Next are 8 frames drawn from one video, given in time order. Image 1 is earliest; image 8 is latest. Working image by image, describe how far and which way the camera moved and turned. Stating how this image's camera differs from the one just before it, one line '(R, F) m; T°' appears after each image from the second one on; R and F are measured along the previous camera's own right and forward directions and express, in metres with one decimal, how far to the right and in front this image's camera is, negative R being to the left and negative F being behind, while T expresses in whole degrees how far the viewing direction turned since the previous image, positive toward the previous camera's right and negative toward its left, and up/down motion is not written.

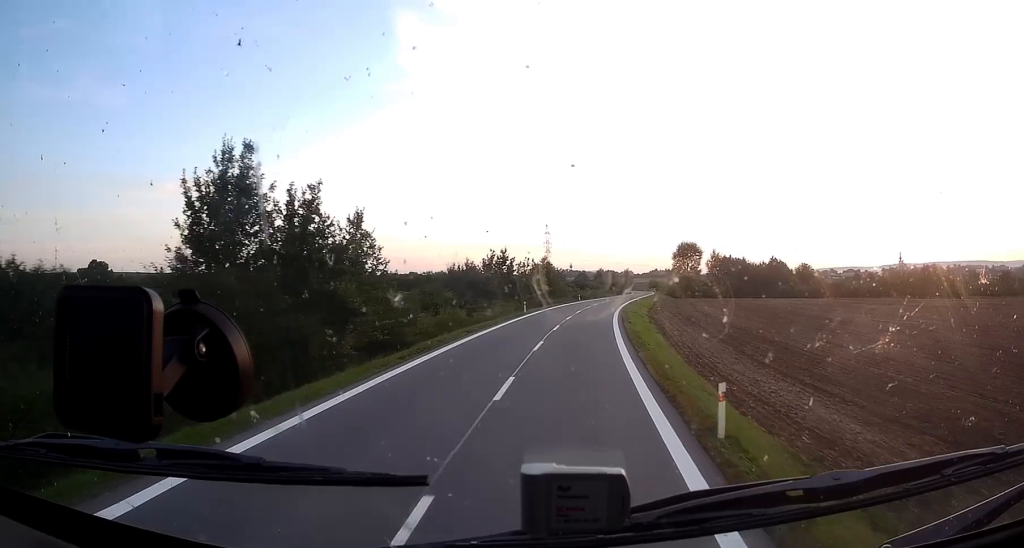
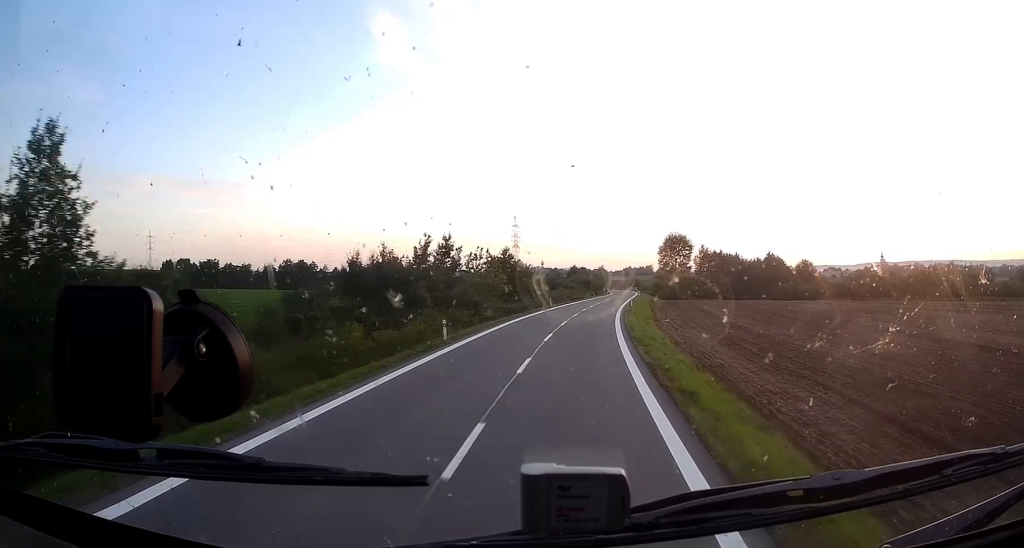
(+0.5, +24.2) m; +4°
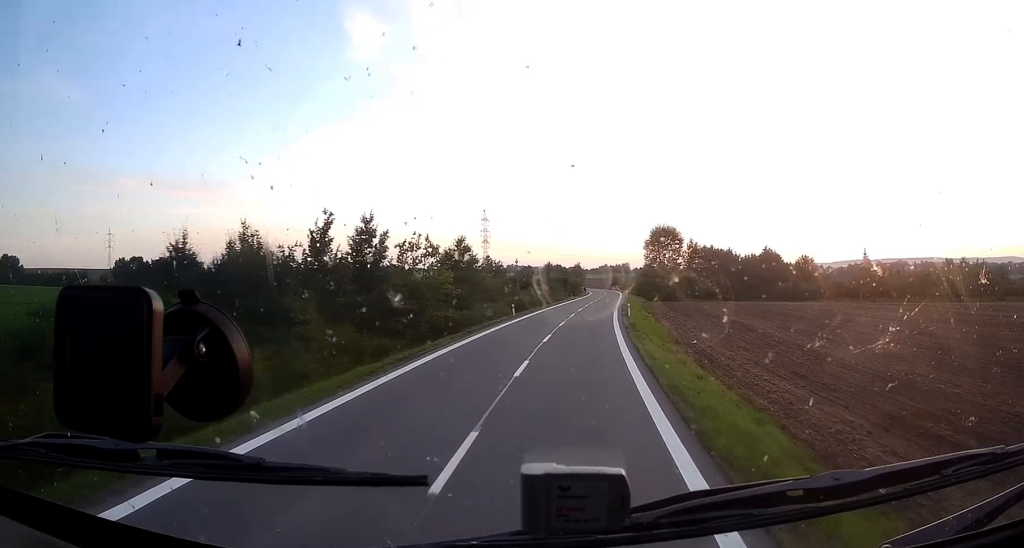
(+0.9, +18.9) m; +3°
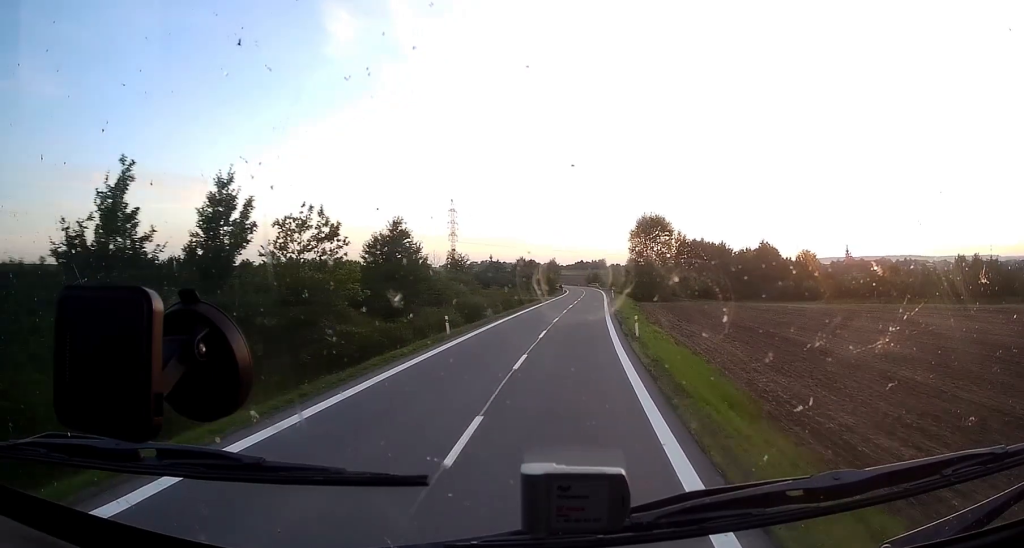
(+0.2, +17.5) m; +1°
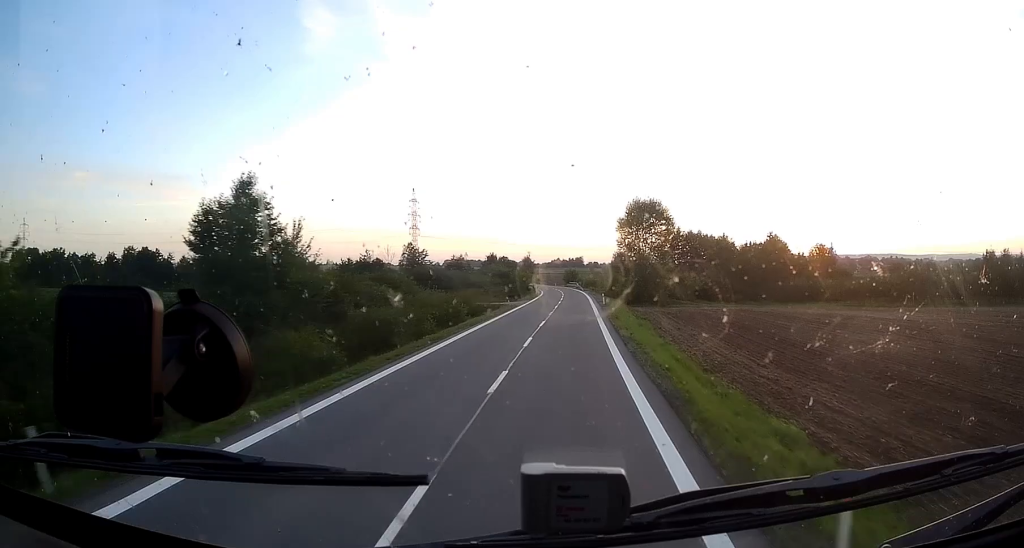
(+0.1, +22.2) m; +1°
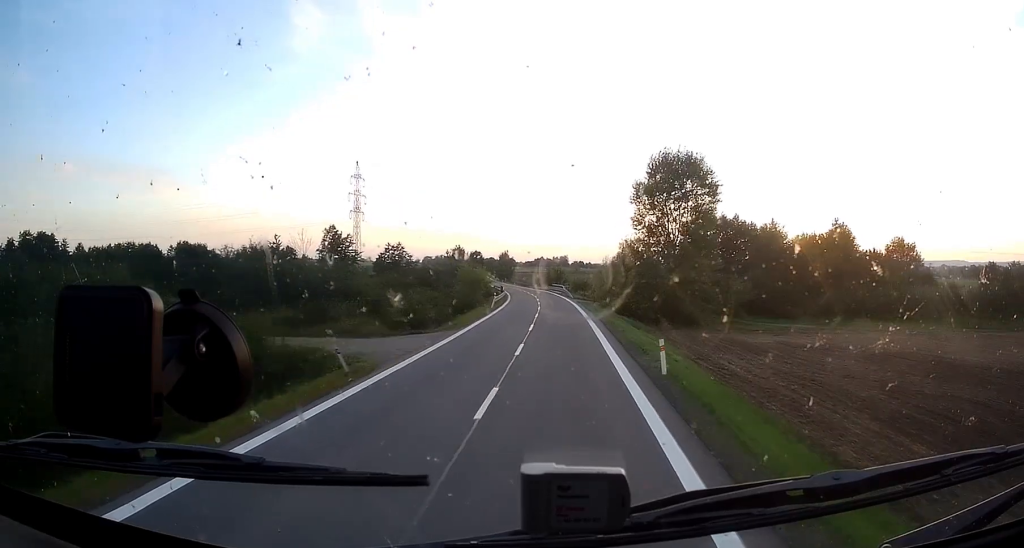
(+0.5, +39.2) m; 0°
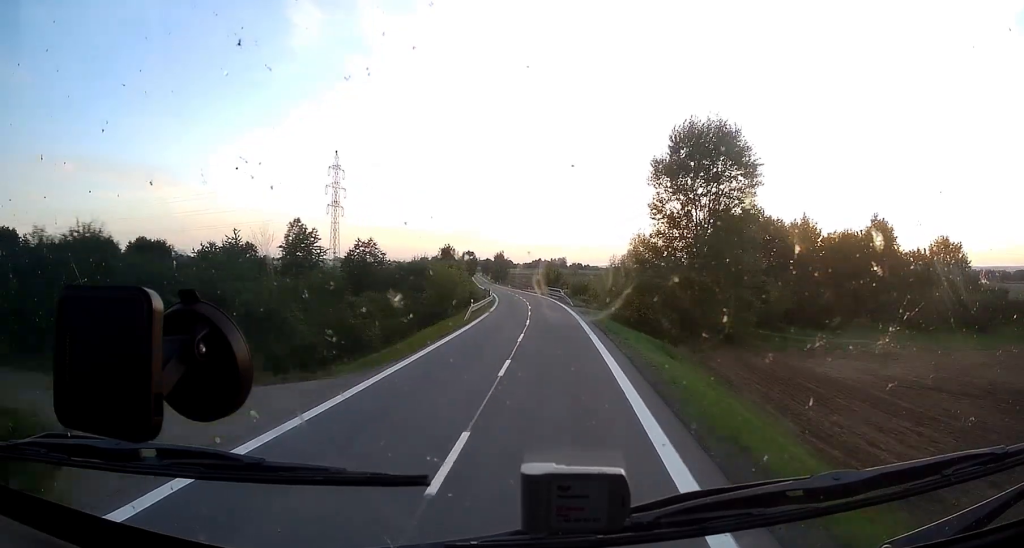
(0.0, +12.9) m; -1°
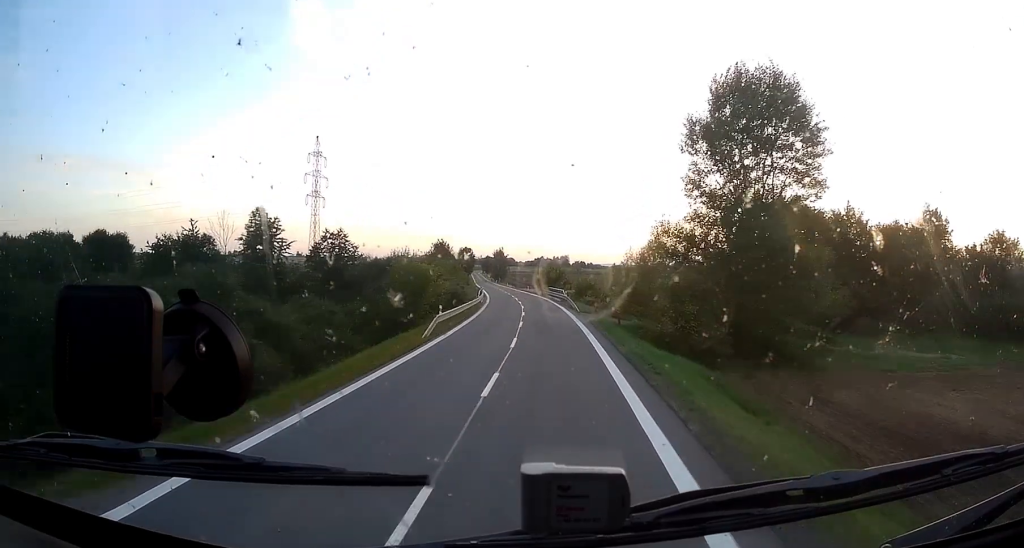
(-0.2, +12.2) m; -1°
